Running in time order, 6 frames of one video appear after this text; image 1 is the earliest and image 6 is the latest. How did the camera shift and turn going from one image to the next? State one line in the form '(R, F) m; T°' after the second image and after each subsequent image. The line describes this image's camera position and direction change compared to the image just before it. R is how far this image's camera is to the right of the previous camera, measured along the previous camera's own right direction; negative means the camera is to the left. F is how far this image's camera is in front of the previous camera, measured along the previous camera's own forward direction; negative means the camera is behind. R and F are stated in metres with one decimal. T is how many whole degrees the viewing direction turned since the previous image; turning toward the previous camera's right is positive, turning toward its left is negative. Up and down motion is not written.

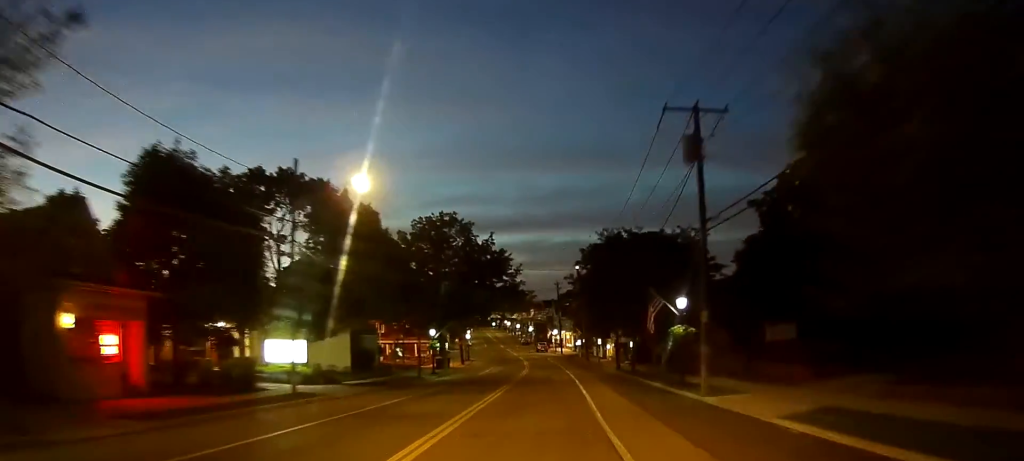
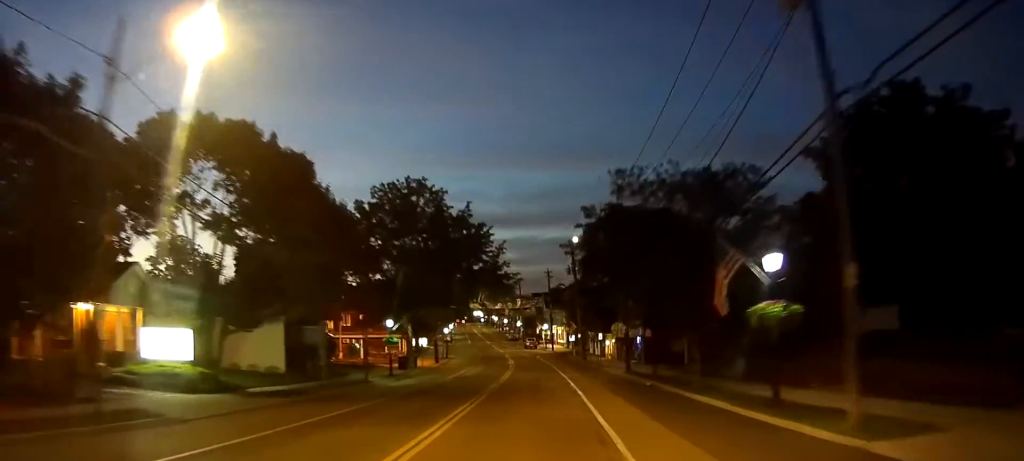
(0.0, +11.8) m; 0°
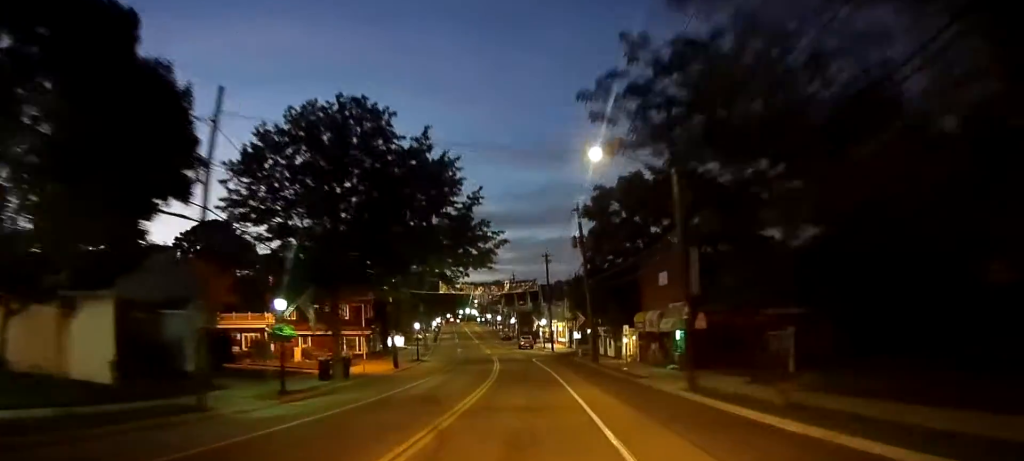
(0.0, +17.7) m; 0°
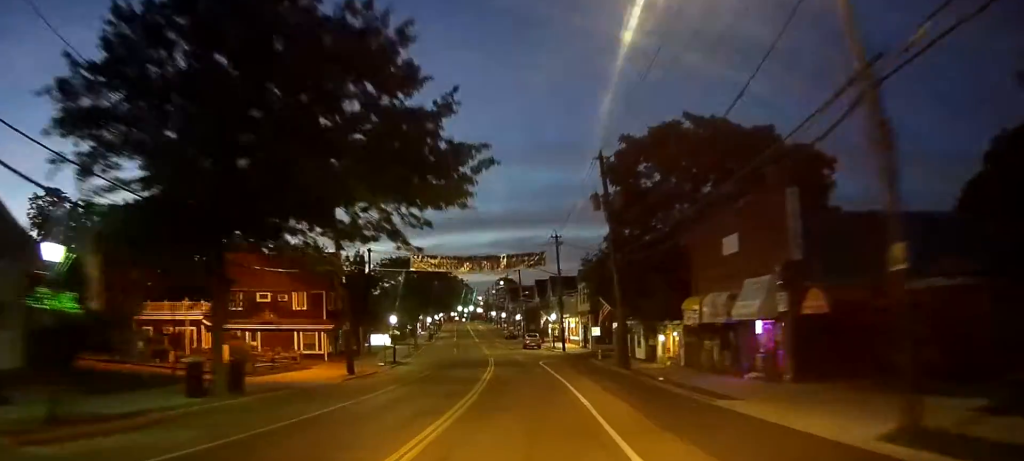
(0.0, +13.9) m; 0°
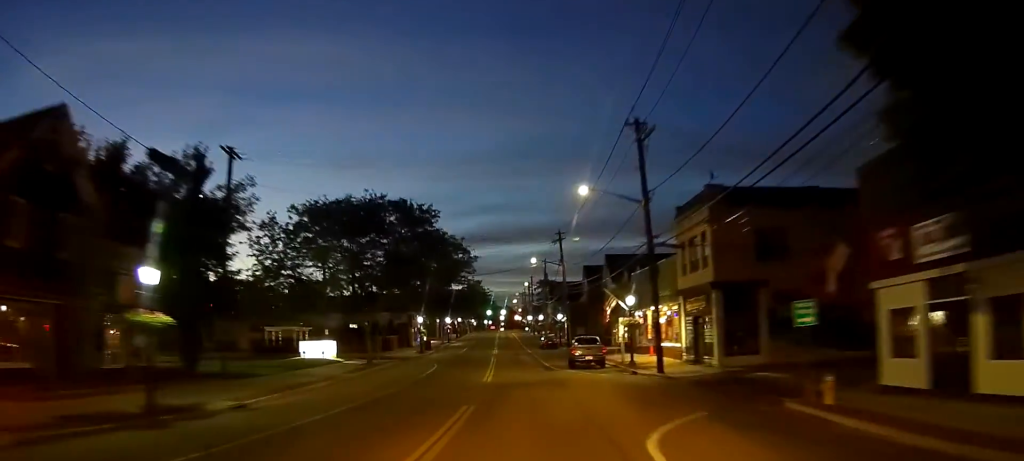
(0.0, +37.6) m; 0°
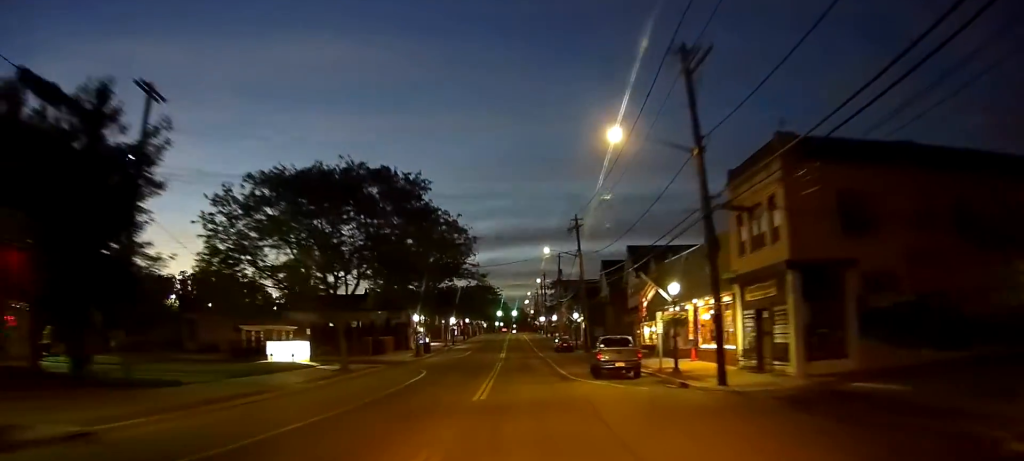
(0.0, +8.5) m; 0°
